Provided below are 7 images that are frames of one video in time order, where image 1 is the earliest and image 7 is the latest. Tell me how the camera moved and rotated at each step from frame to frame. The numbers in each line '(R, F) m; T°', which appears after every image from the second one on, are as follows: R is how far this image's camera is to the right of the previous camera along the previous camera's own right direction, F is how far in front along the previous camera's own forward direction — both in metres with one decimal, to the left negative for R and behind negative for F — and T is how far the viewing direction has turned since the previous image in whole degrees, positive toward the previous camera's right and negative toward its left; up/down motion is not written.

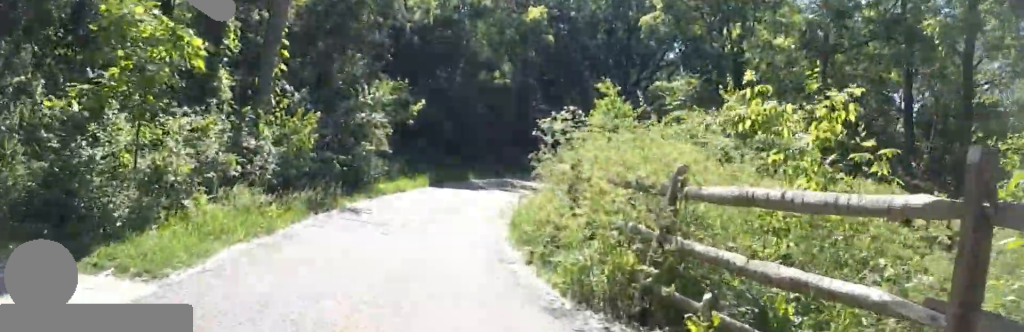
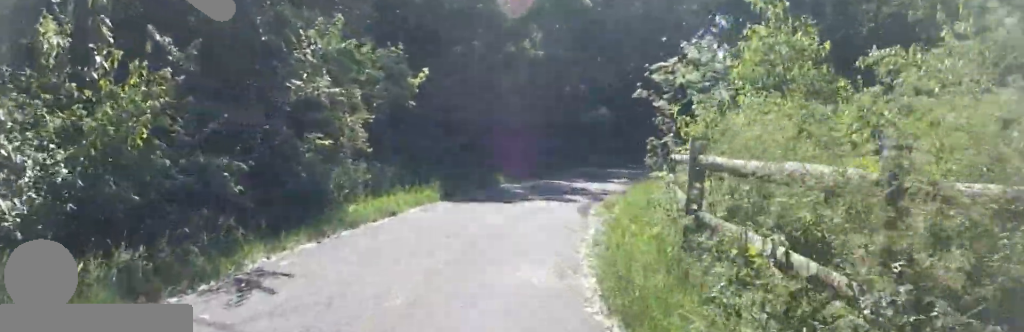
(+1.1, +5.8) m; +10°
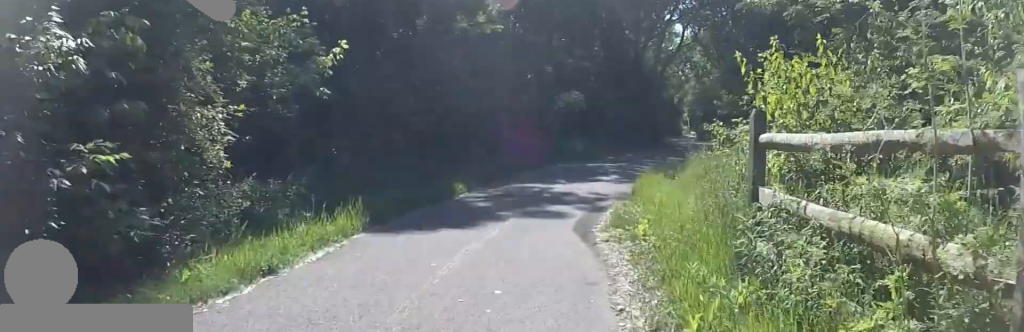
(0.0, +3.7) m; +6°
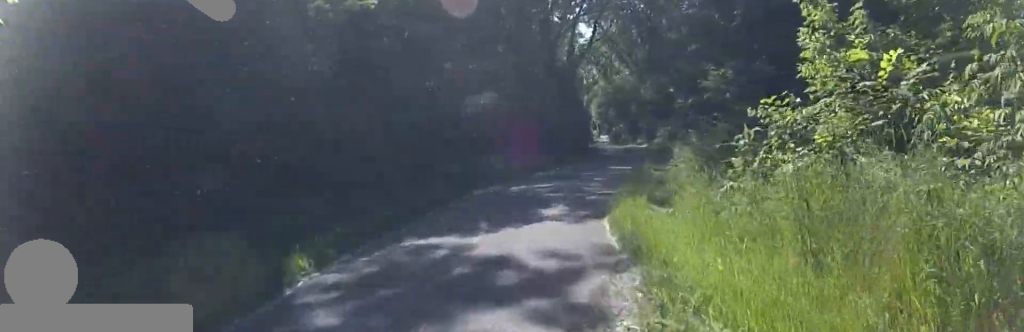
(0.0, +5.0) m; +7°
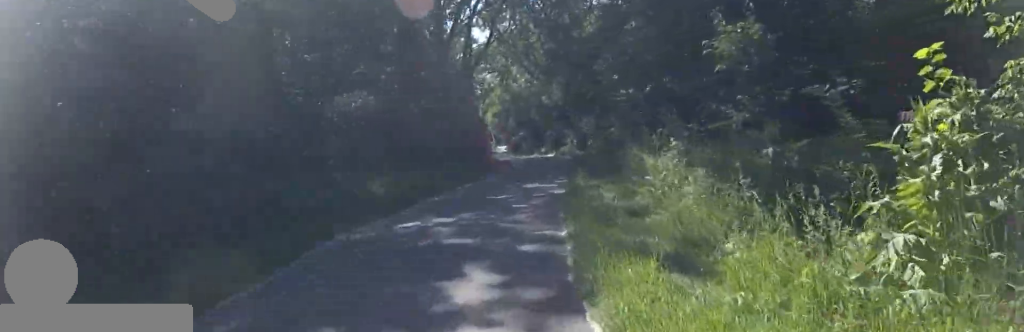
(+0.9, +4.3) m; 0°
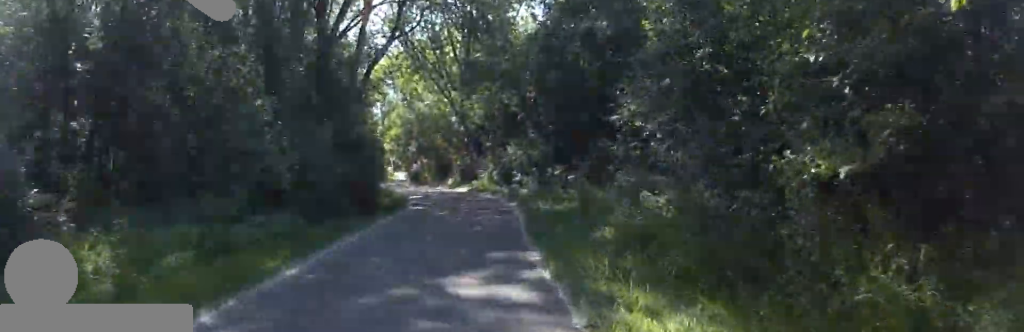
(-1.0, +8.2) m; 0°
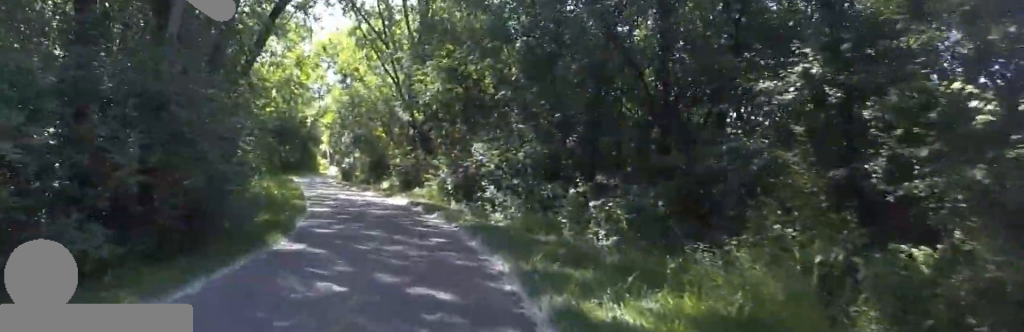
(+1.8, +8.6) m; +12°
